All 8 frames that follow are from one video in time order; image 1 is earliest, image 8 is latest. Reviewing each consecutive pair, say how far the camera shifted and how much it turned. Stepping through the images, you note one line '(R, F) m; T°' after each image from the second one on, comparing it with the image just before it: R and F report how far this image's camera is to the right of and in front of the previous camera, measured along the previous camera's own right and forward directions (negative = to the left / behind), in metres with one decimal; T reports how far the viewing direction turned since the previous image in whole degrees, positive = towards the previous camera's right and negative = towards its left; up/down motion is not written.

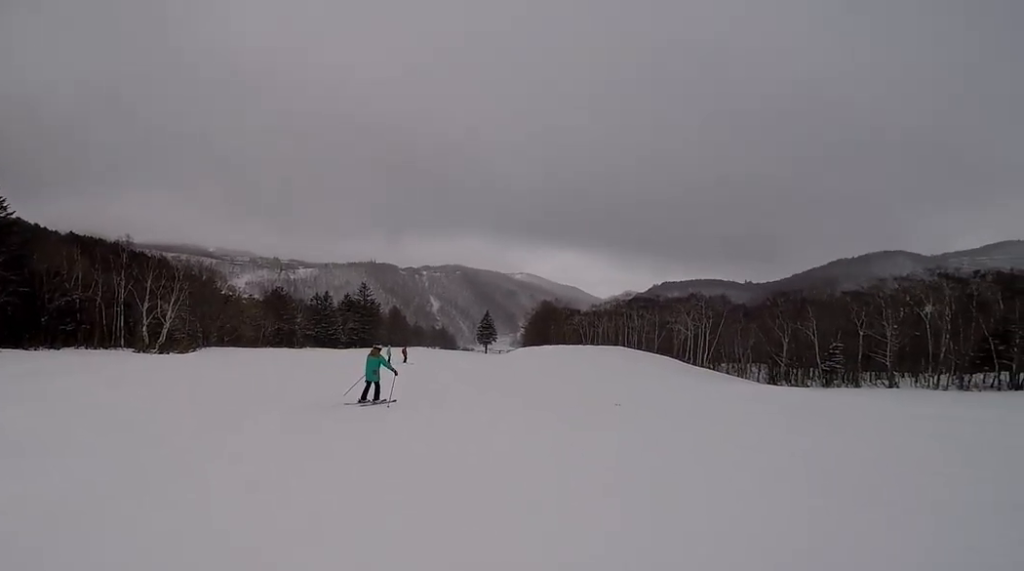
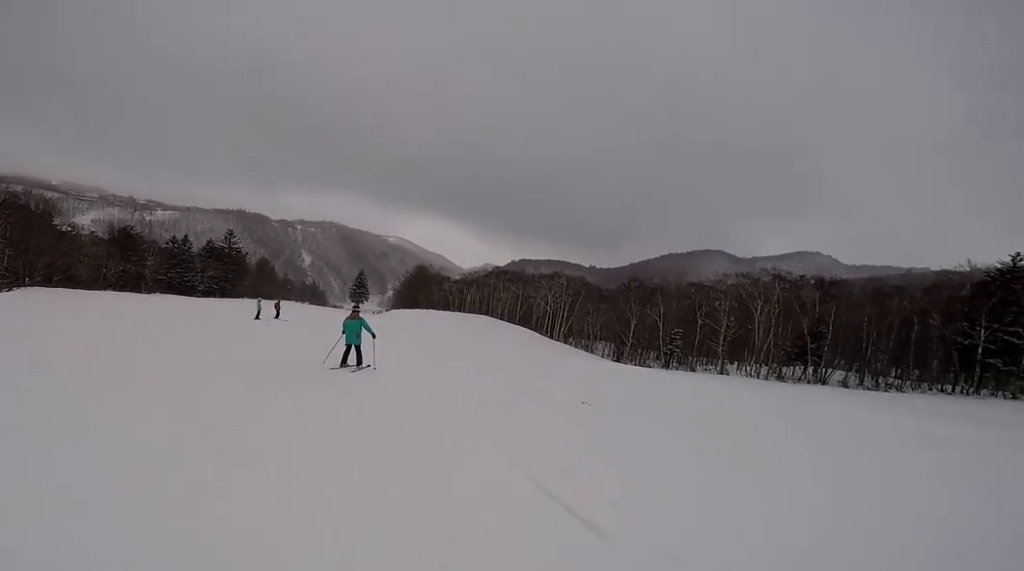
(+0.5, +4.6) m; +19°
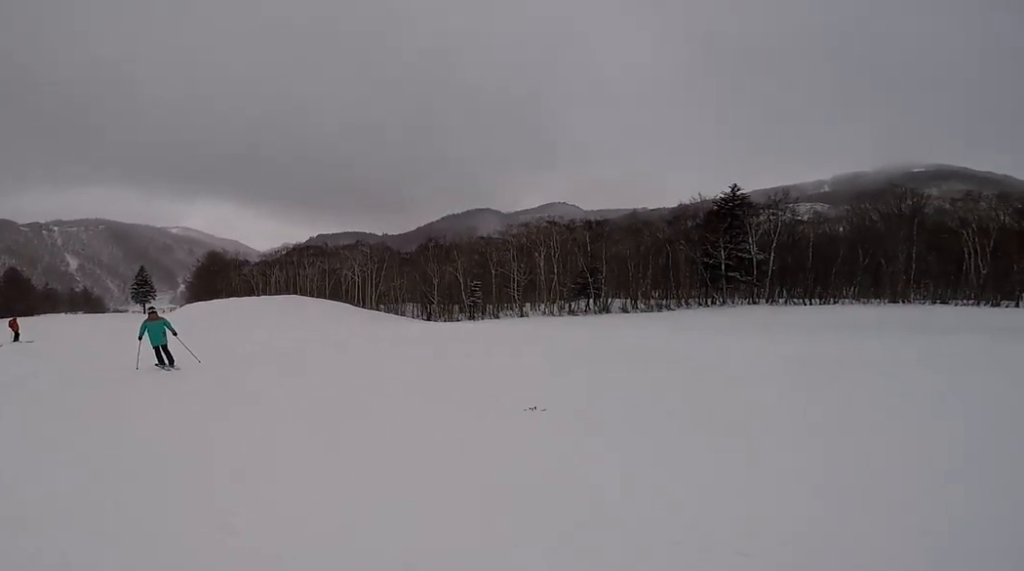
(+1.1, +4.4) m; +11°
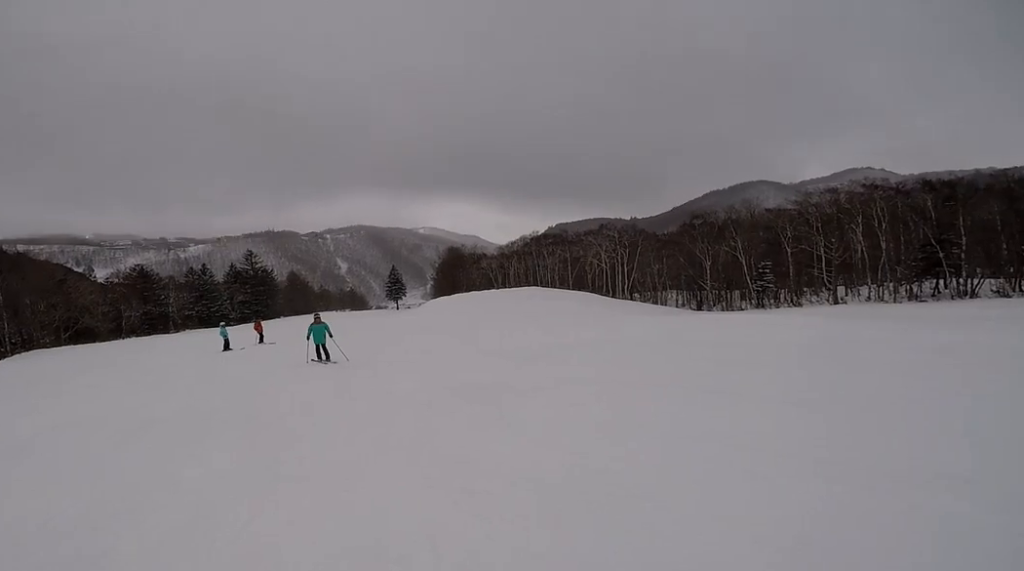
(-0.5, +4.3) m; -18°
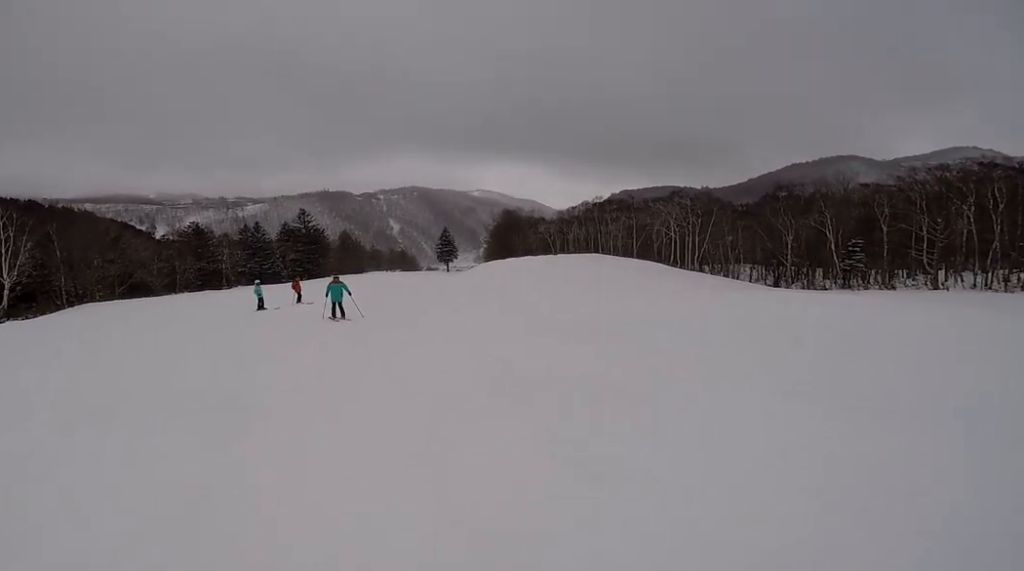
(-0.2, +2.0) m; -11°
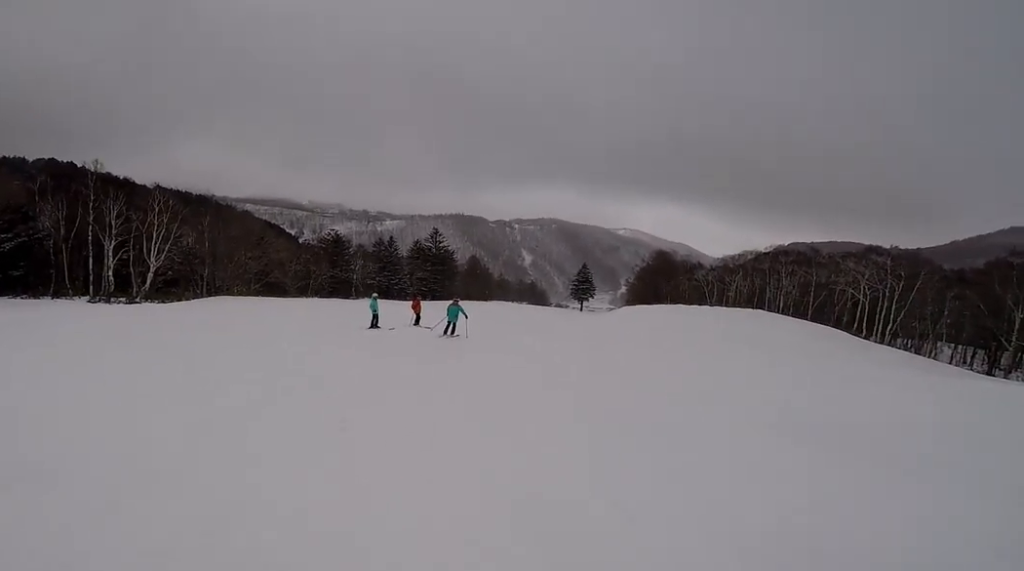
(-0.3, +3.8) m; -13°
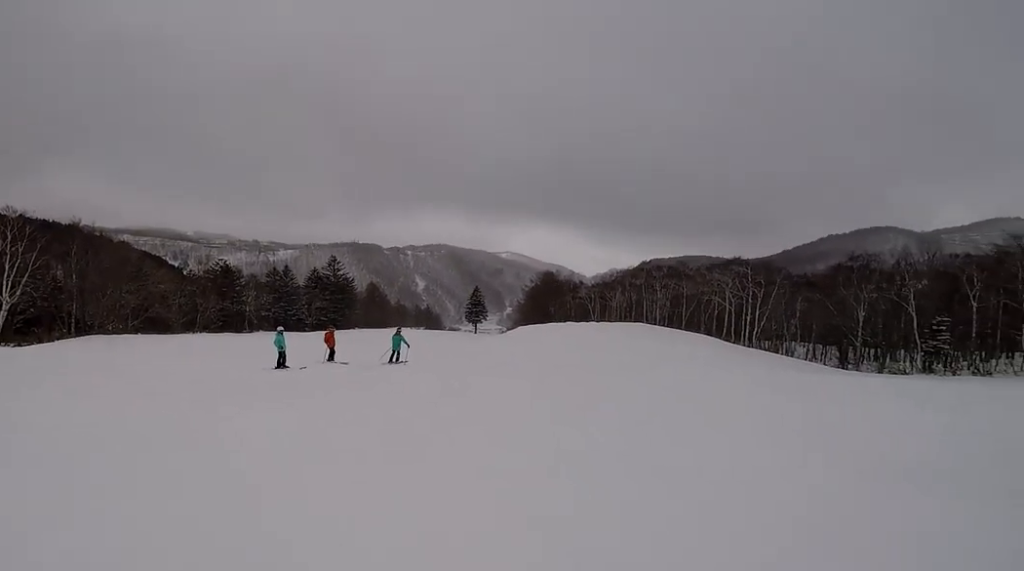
(-0.7, +3.2) m; +5°
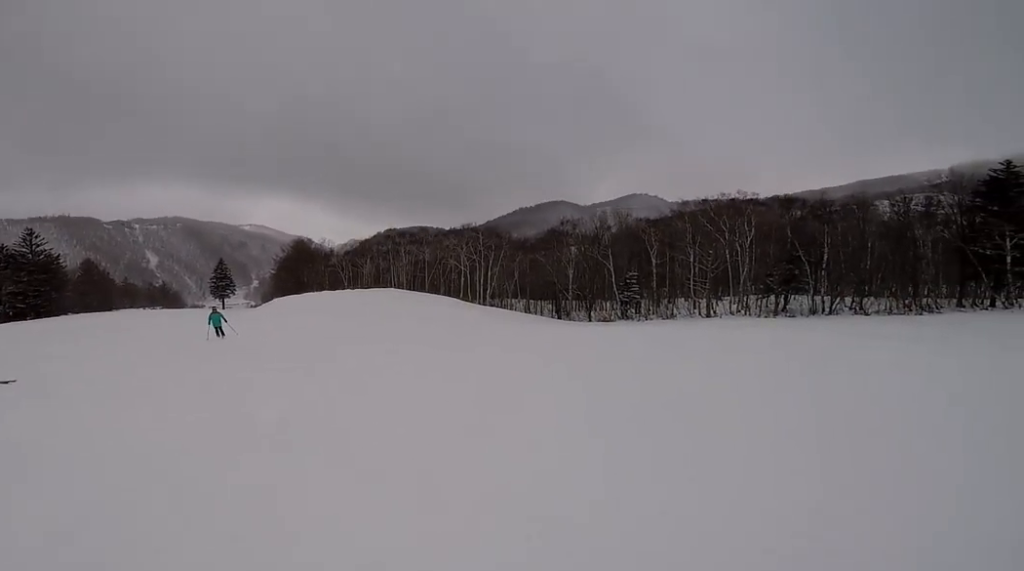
(+3.3, +6.2) m; +42°
